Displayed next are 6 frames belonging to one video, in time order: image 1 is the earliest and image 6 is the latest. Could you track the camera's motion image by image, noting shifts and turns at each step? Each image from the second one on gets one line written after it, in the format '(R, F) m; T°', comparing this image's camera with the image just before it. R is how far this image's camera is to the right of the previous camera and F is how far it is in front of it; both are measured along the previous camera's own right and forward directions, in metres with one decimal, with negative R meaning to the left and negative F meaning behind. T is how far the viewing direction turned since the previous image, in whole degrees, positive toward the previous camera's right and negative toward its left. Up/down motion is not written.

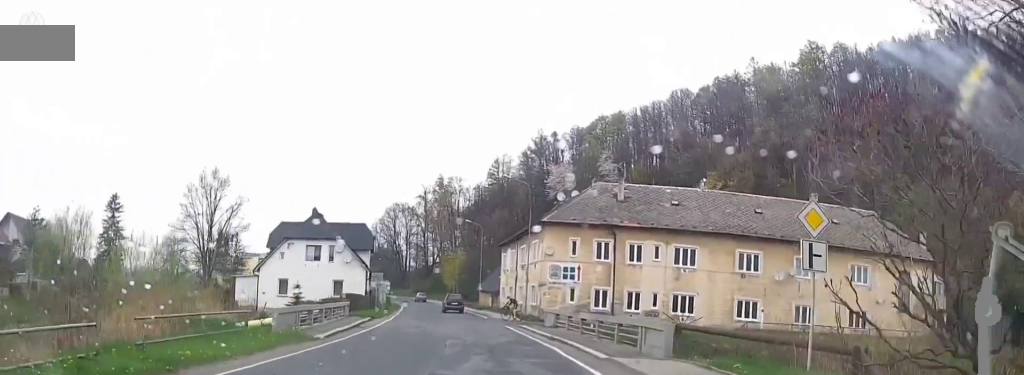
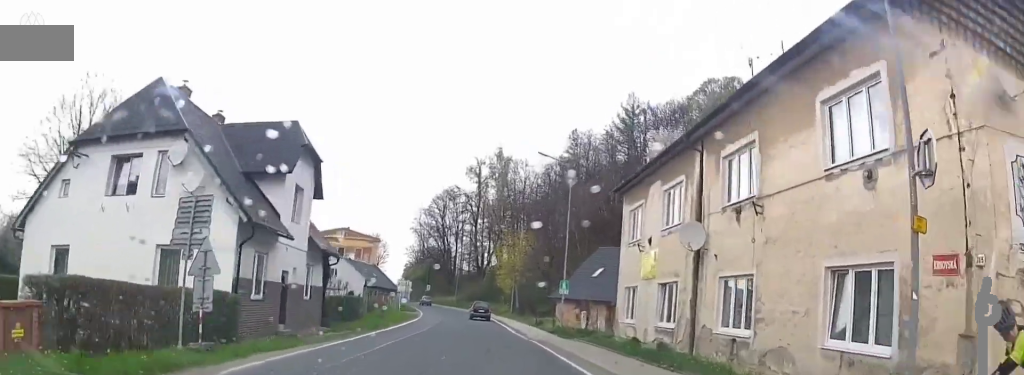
(+0.4, +36.0) m; -7°
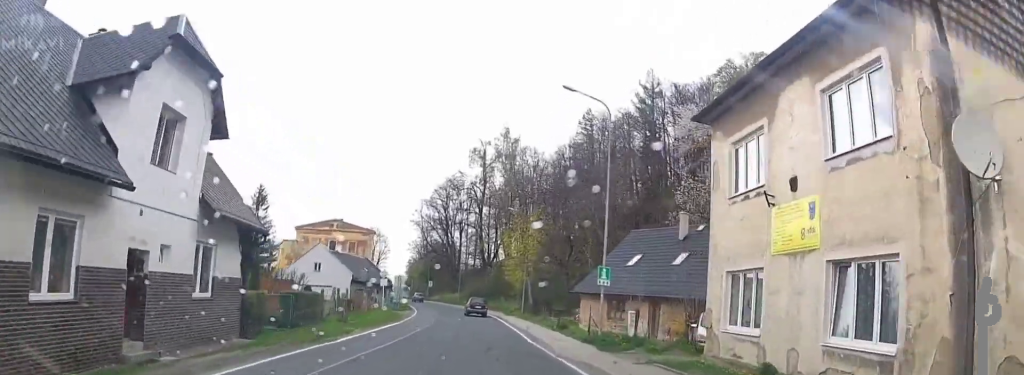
(-2.3, +11.7) m; -6°
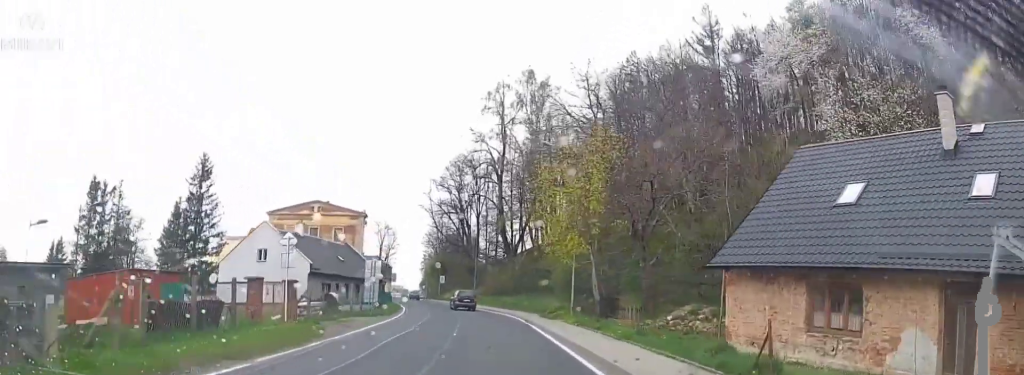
(+2.5, +23.4) m; +5°
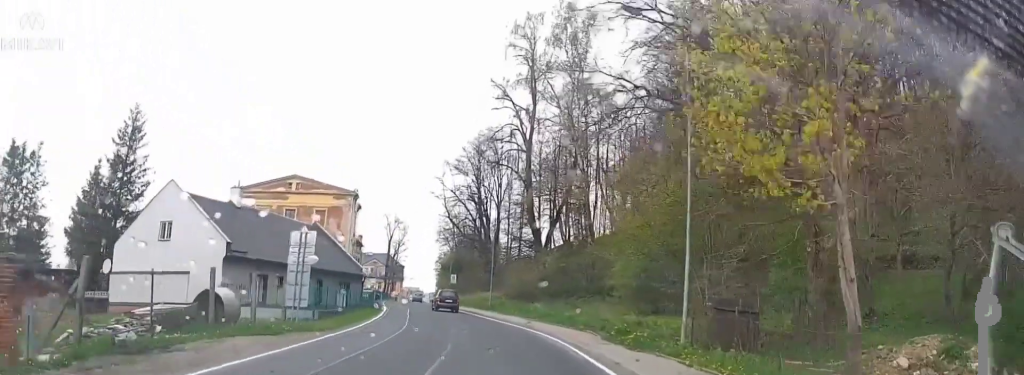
(-1.1, +18.0) m; -12°
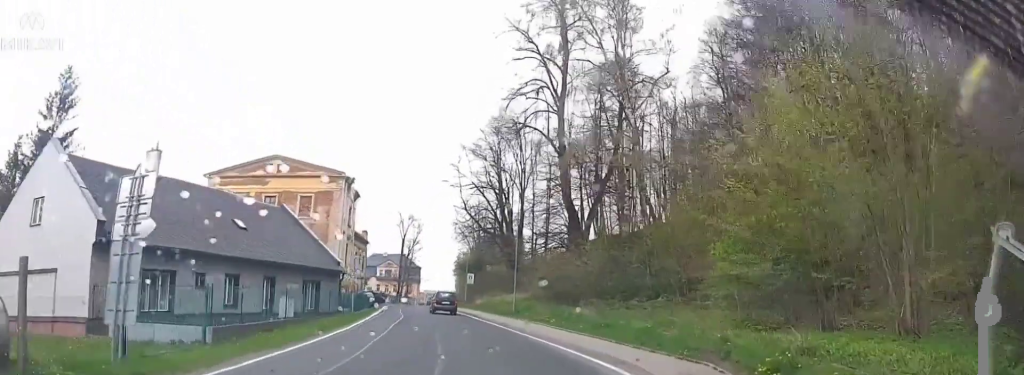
(-1.2, +12.3) m; -1°
